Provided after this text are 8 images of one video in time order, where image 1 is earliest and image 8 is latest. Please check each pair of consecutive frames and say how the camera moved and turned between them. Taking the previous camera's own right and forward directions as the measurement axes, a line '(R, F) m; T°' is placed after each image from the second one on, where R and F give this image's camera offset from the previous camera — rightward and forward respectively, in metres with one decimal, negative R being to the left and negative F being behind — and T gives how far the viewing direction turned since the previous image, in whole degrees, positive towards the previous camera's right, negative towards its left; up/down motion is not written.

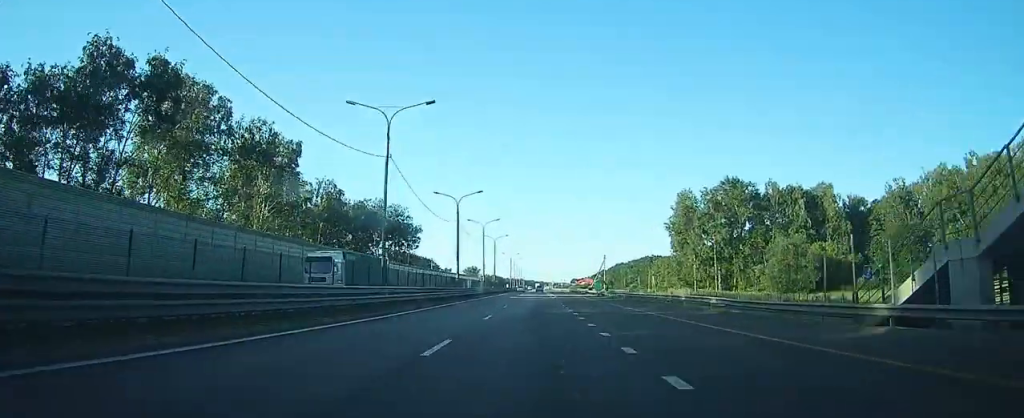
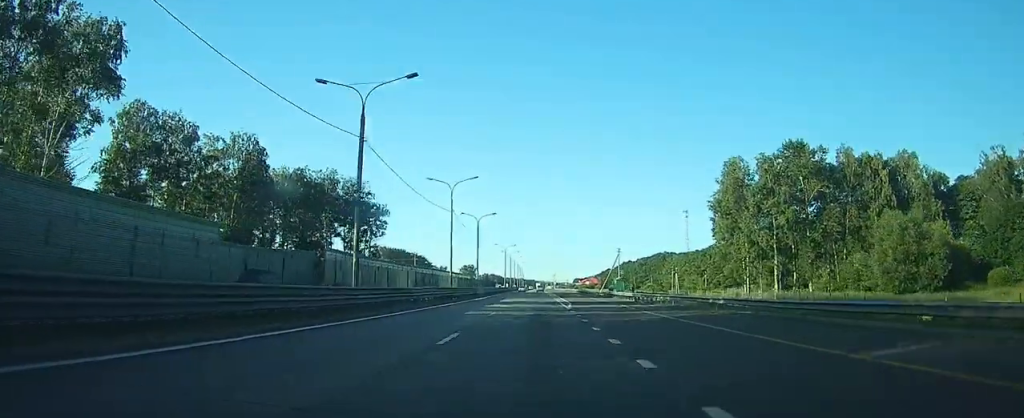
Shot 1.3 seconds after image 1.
(+0.1, +33.8) m; 0°
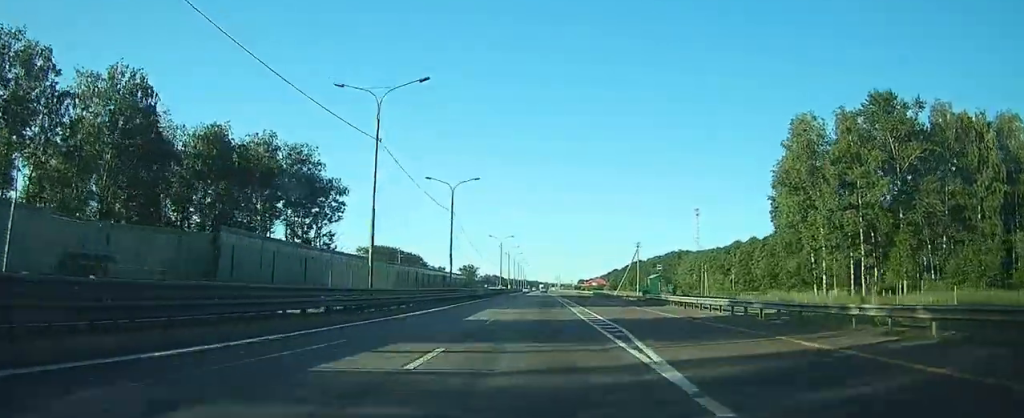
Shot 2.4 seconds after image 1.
(0.0, +27.2) m; 0°
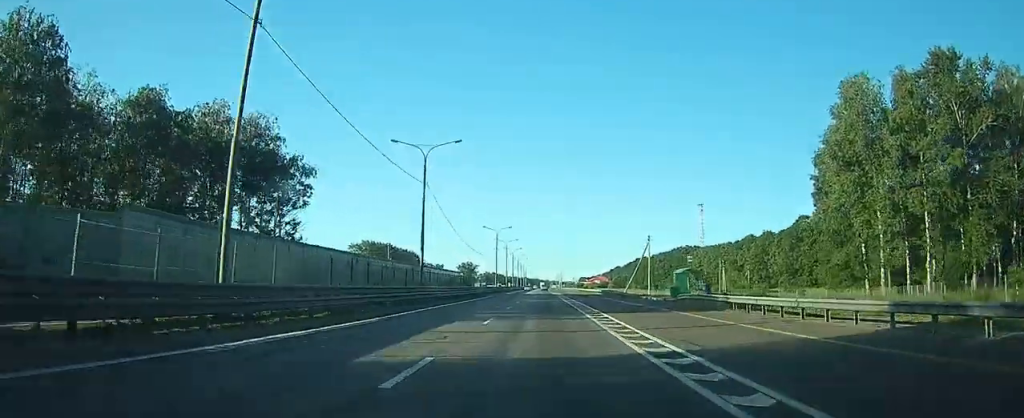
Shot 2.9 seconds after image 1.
(0.0, +13.7) m; 0°
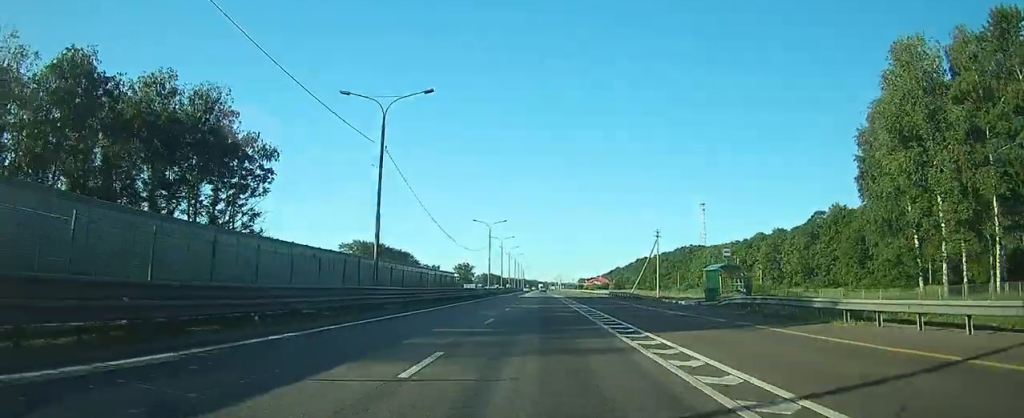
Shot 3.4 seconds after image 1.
(0.0, +11.1) m; 0°
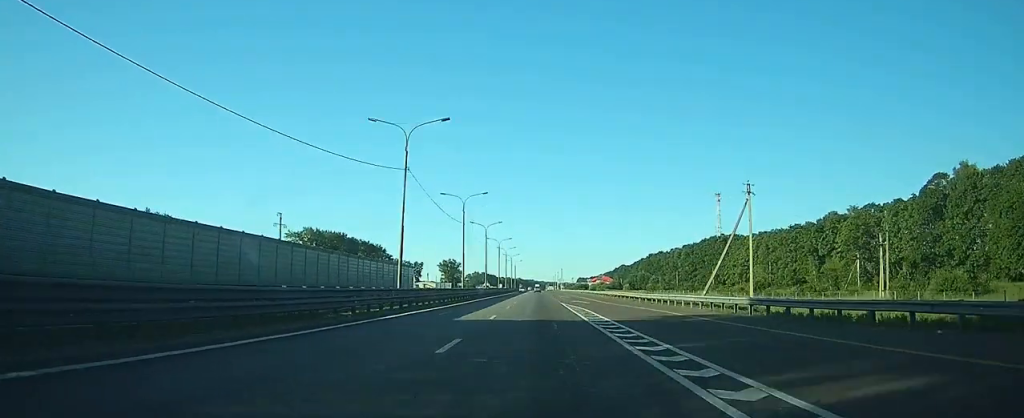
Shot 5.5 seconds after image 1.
(+0.3, +55.2) m; +1°
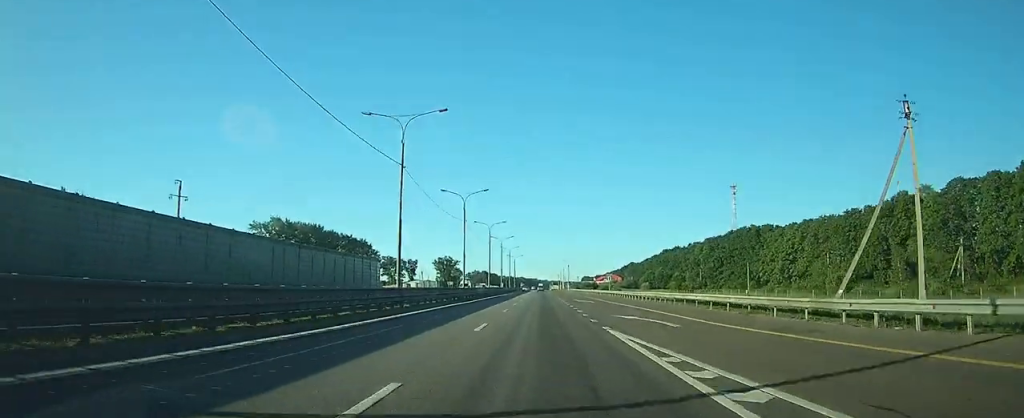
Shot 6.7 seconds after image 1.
(0.0, +30.4) m; 0°
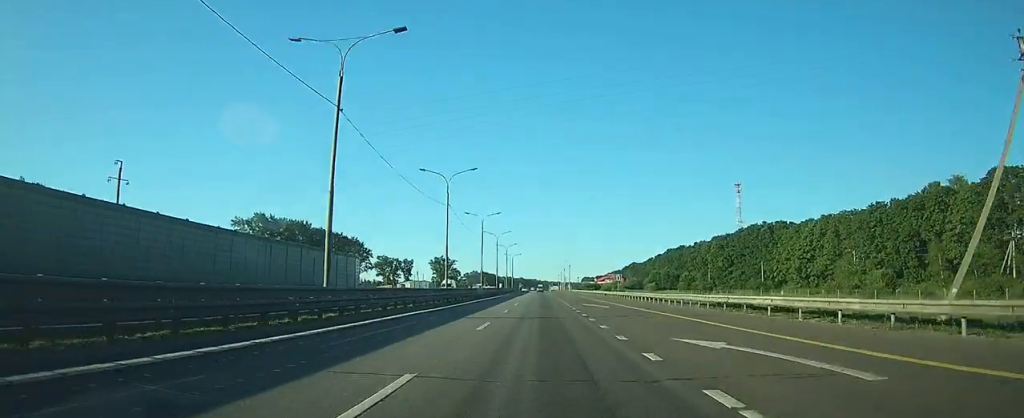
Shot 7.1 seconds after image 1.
(0.0, +11.3) m; 0°
